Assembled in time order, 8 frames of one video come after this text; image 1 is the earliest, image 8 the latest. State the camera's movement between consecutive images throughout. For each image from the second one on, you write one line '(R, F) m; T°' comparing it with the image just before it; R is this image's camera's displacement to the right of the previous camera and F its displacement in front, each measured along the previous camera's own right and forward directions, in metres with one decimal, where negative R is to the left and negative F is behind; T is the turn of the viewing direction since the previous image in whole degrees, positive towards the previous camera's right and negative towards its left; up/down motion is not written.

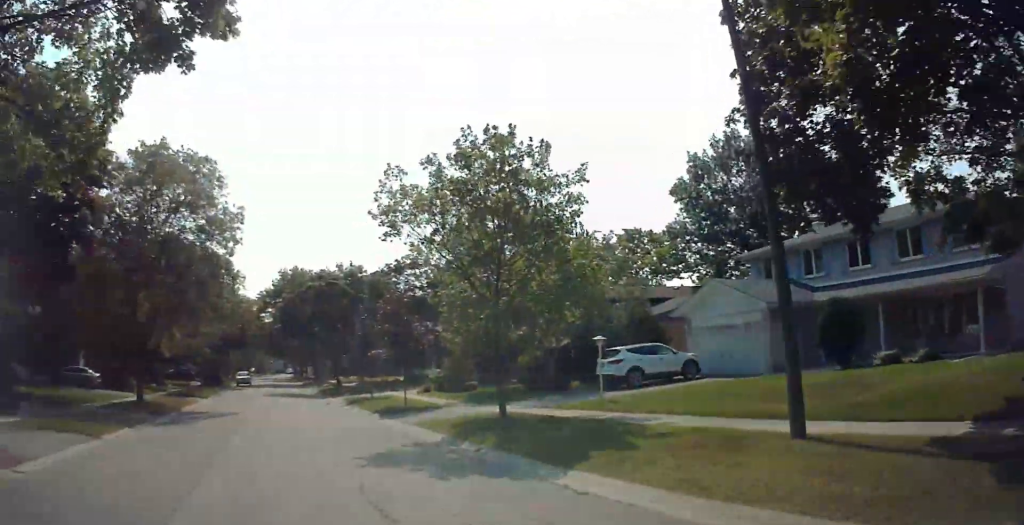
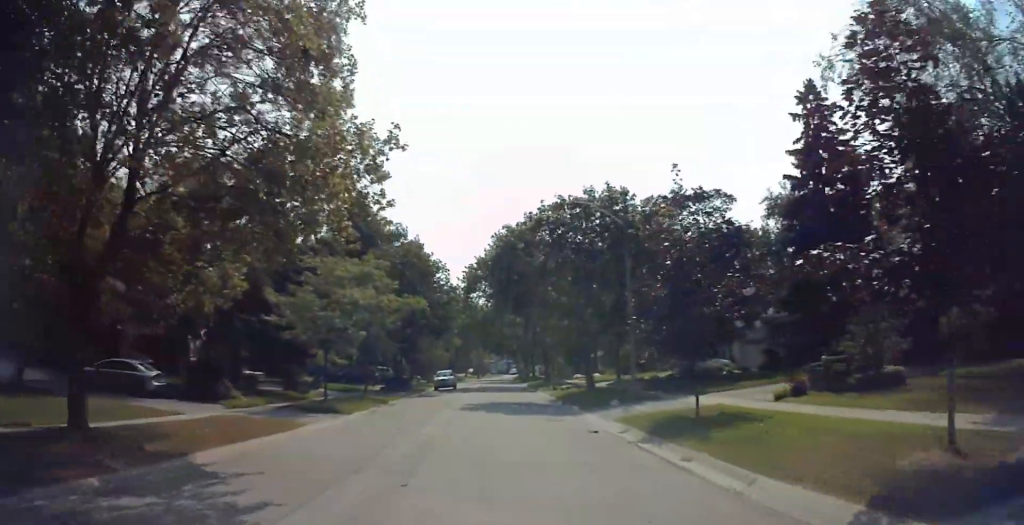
(0.0, +16.1) m; 0°
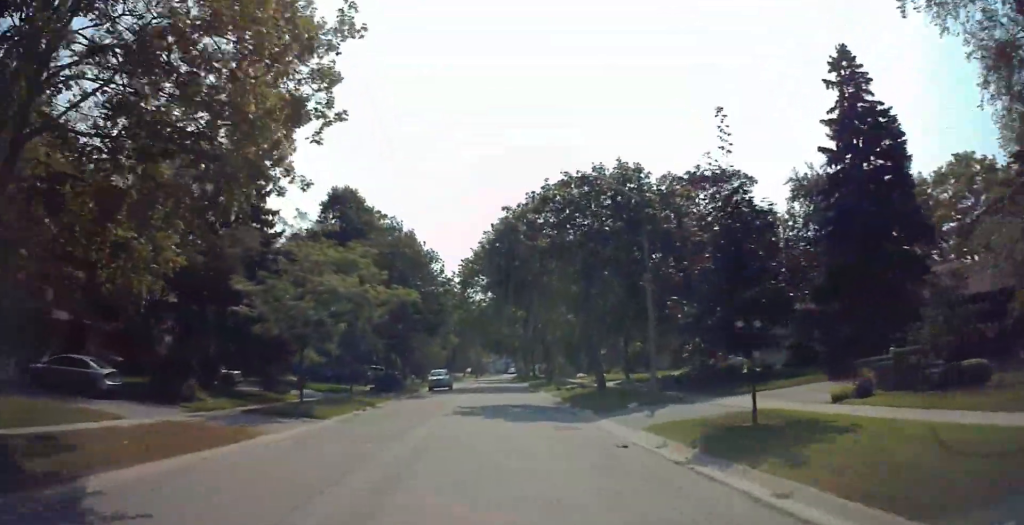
(0.0, +2.6) m; 0°
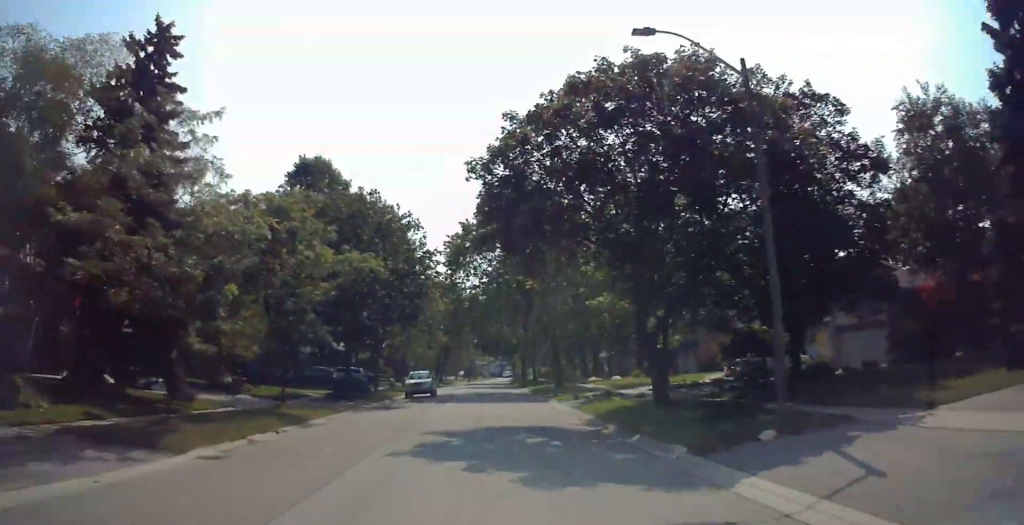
(0.0, +8.2) m; 0°
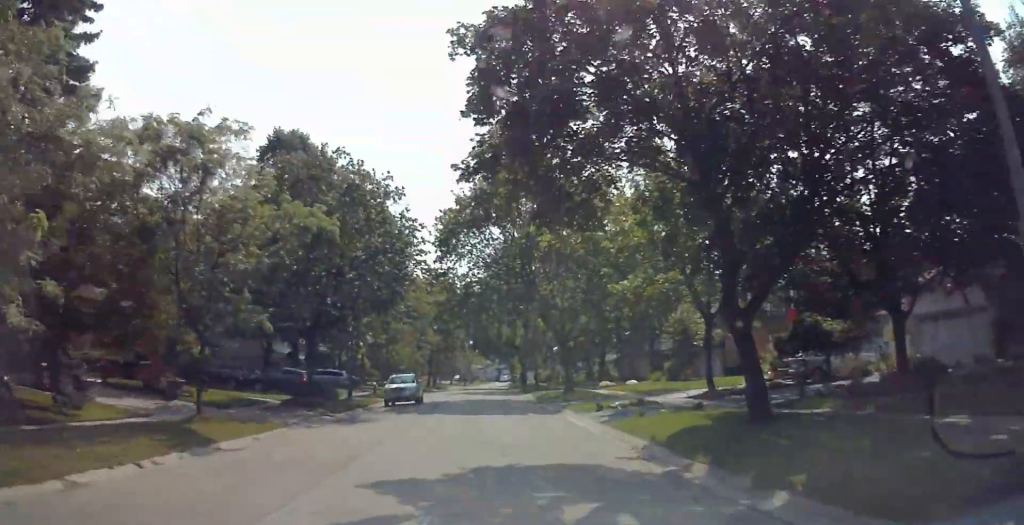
(0.0, +5.7) m; -1°
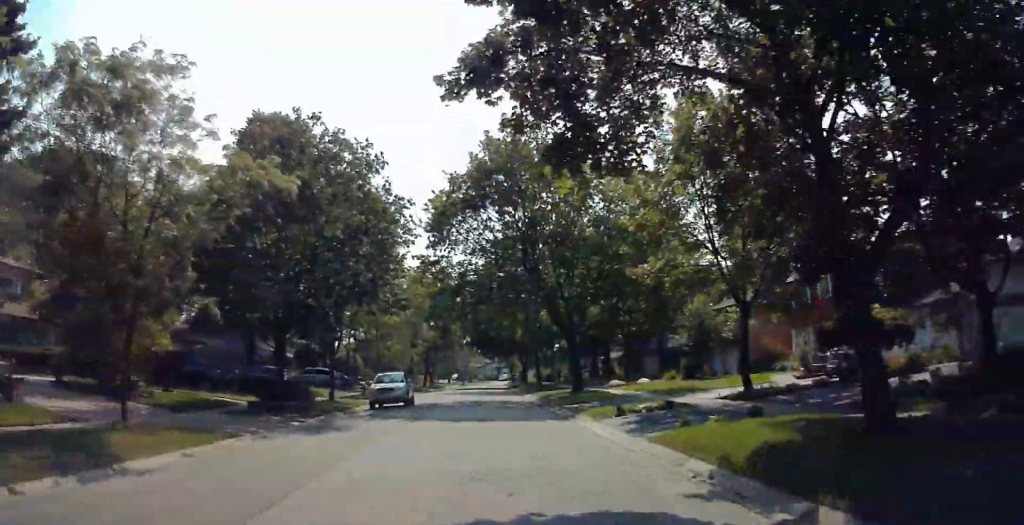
(-0.1, +3.2) m; -6°
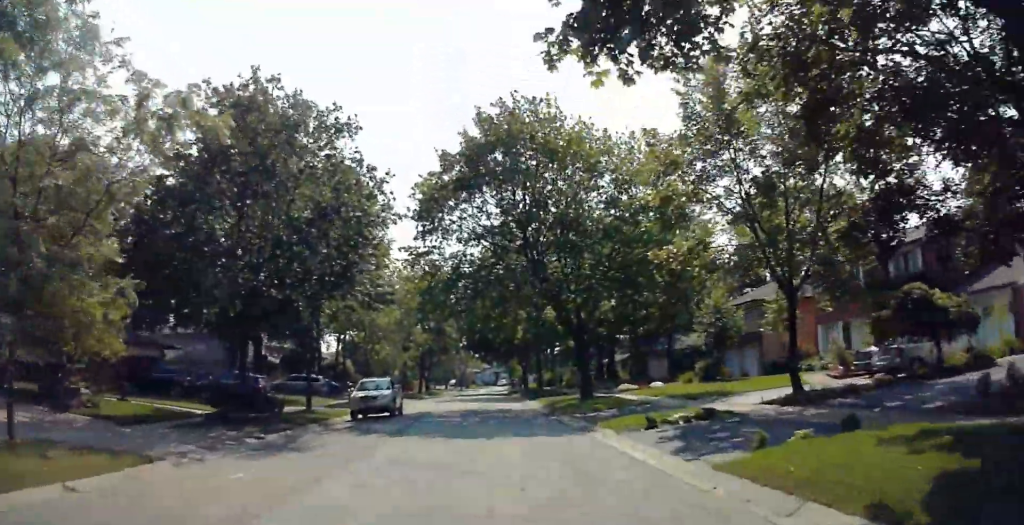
(+0.2, +3.3) m; -7°
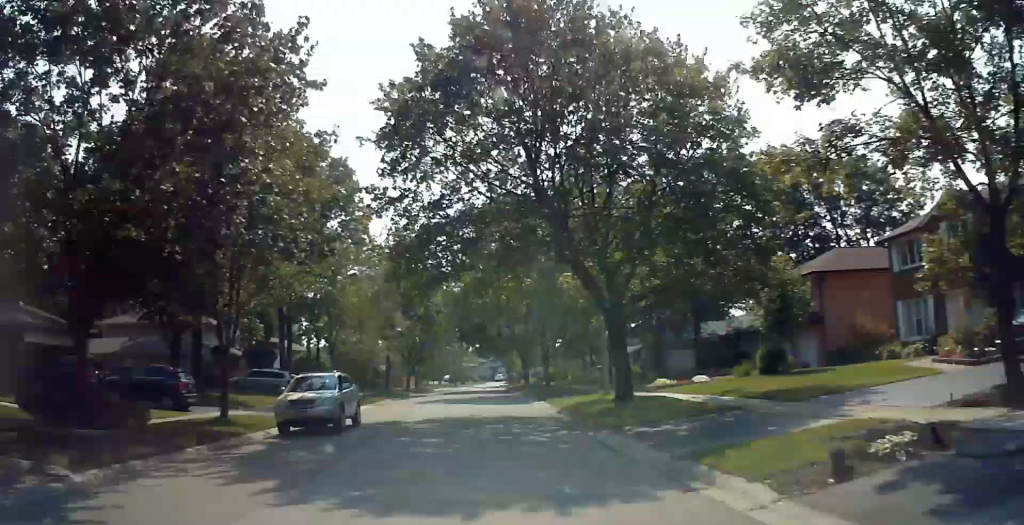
(-1.5, +7.7) m; -9°
